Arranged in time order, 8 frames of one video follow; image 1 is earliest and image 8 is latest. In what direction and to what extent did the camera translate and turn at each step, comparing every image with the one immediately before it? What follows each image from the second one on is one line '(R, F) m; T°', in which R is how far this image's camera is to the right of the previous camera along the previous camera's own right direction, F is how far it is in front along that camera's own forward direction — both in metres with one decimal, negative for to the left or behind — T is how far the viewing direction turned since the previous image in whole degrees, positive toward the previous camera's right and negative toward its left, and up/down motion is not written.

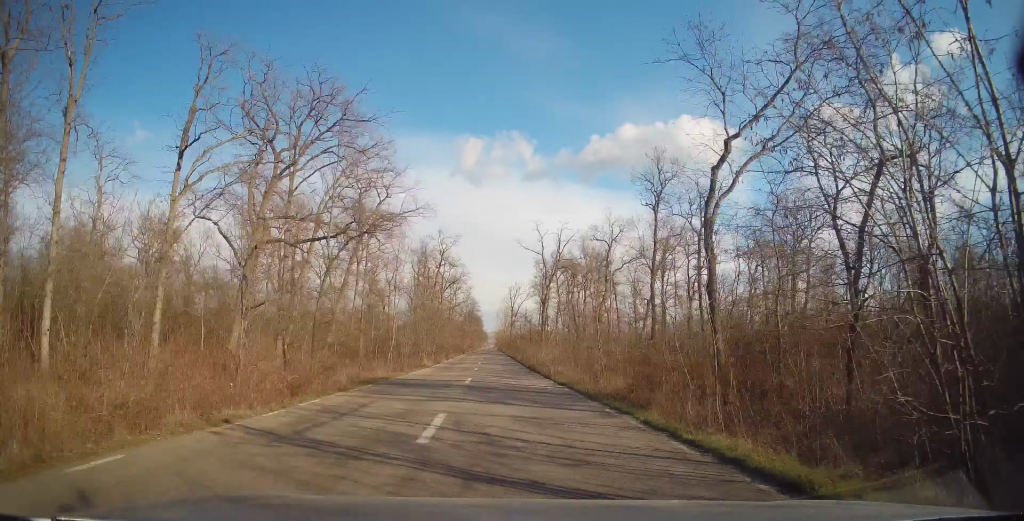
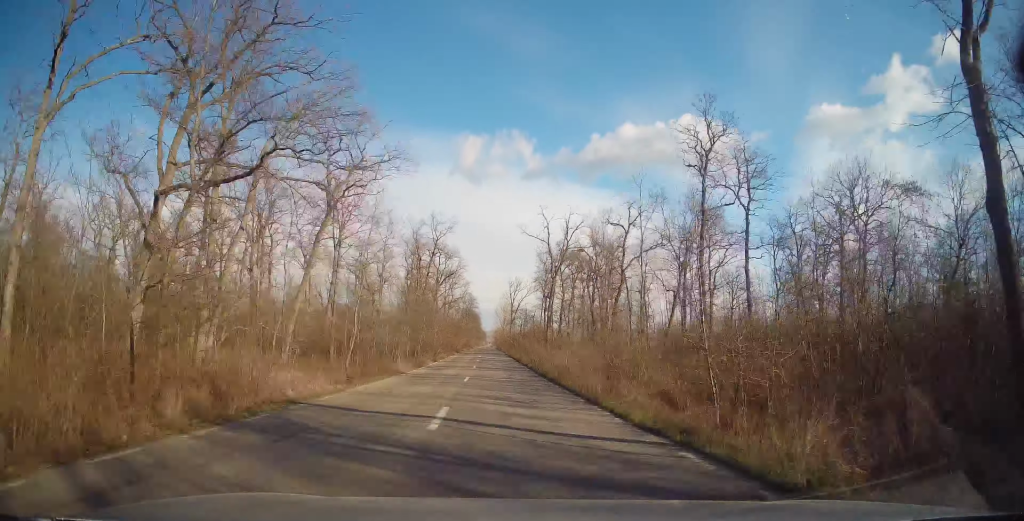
(+0.1, +10.3) m; +1°
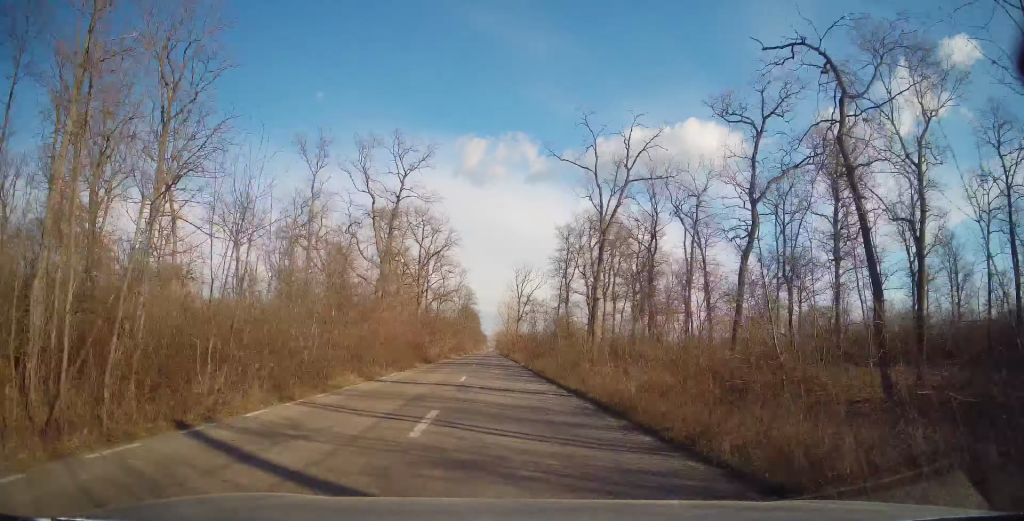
(+0.4, +36.3) m; +1°
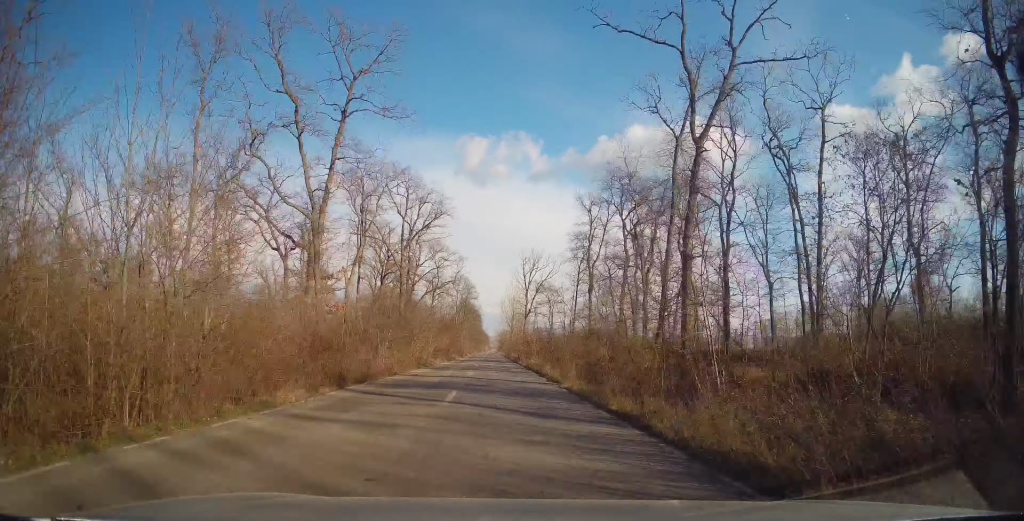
(+0.1, +20.7) m; -1°
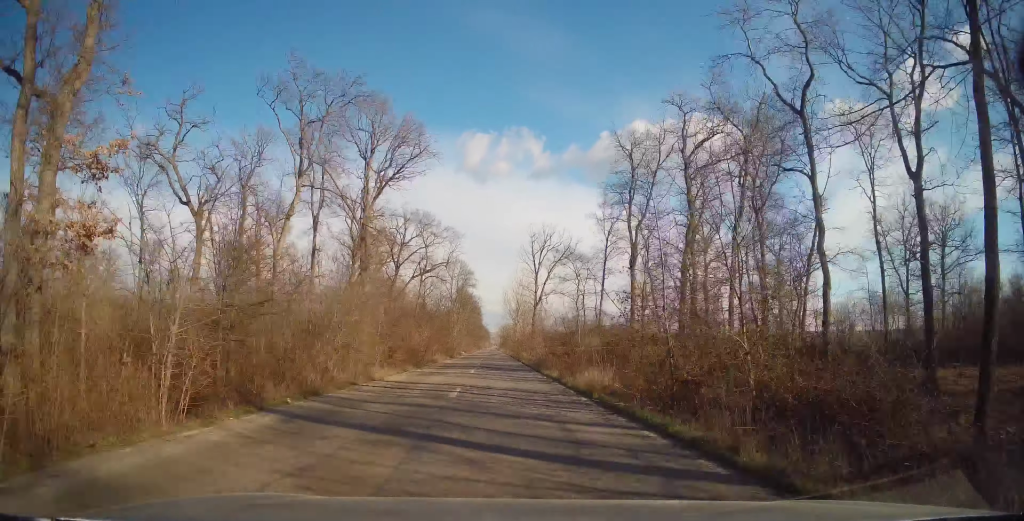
(-0.5, +22.9) m; 0°
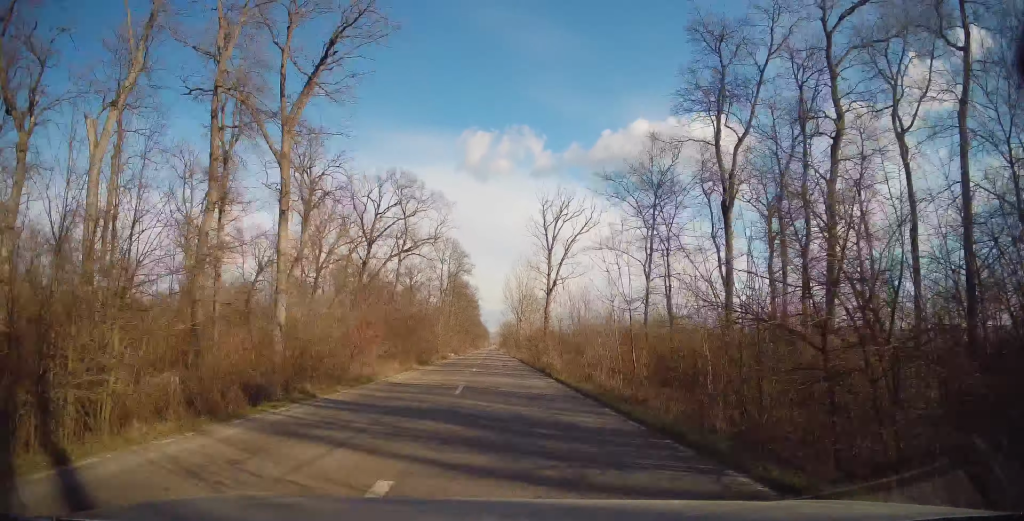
(+0.4, +23.3) m; +1°
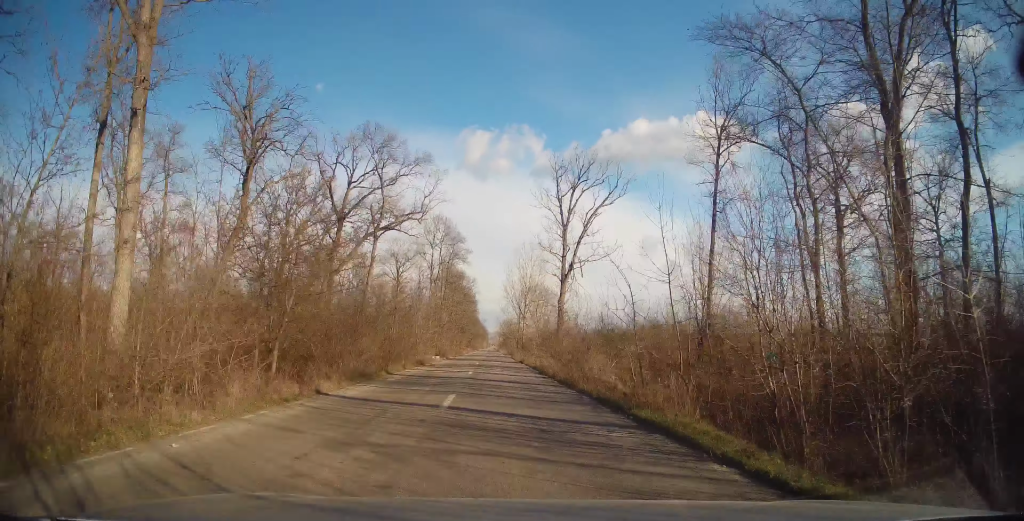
(0.0, +15.5) m; 0°
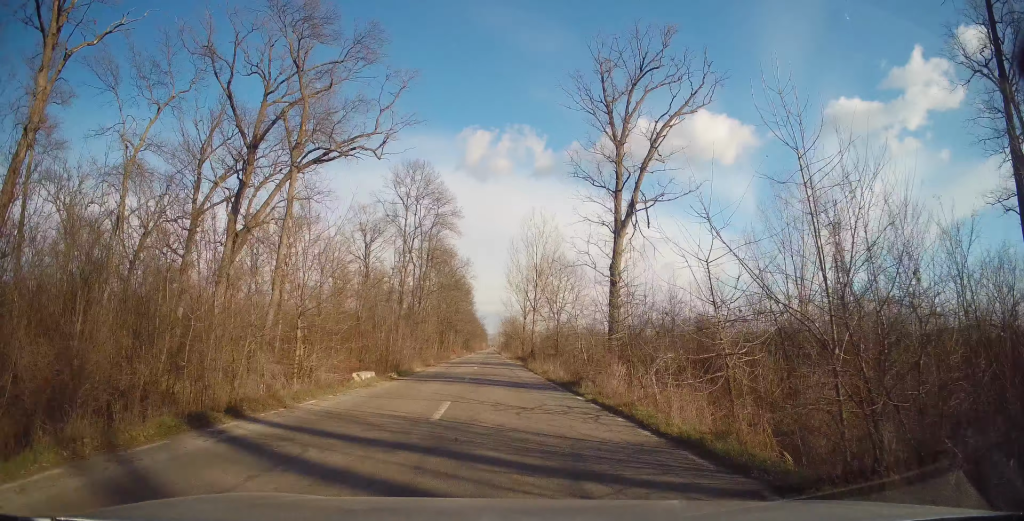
(-0.1, +25.1) m; 0°
